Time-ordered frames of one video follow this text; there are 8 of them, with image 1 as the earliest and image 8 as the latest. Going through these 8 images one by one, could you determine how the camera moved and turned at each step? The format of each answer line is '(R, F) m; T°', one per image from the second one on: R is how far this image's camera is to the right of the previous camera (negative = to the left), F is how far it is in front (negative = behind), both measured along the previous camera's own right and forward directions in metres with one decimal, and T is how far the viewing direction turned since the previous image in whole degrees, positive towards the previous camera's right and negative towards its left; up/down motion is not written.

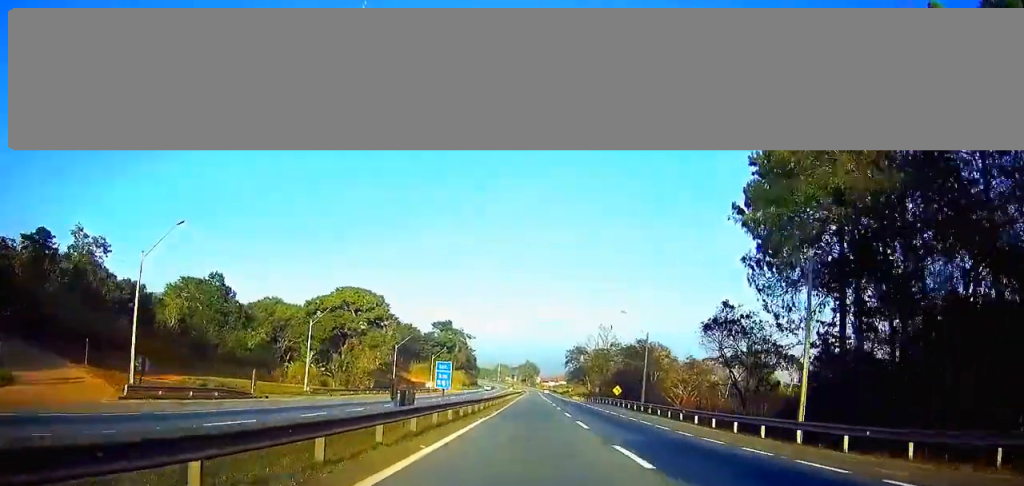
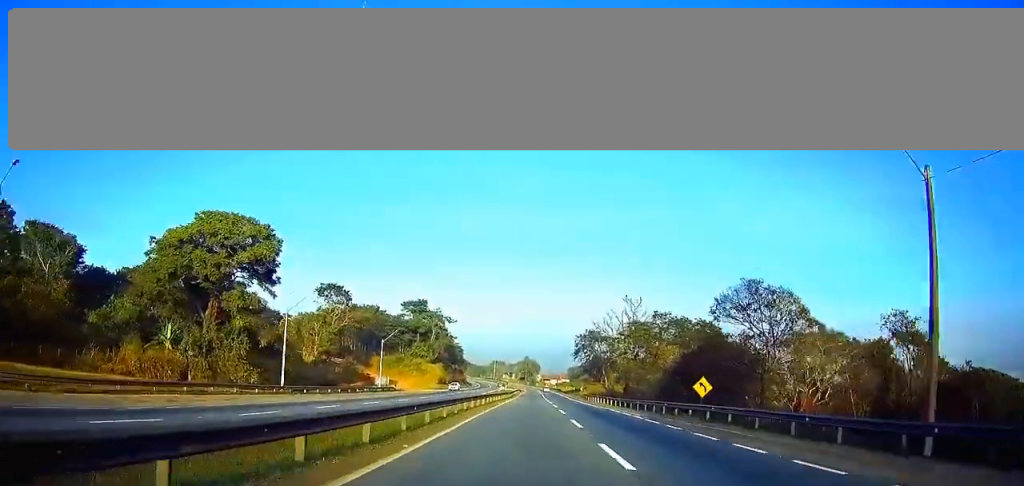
(-0.1, +48.4) m; 0°
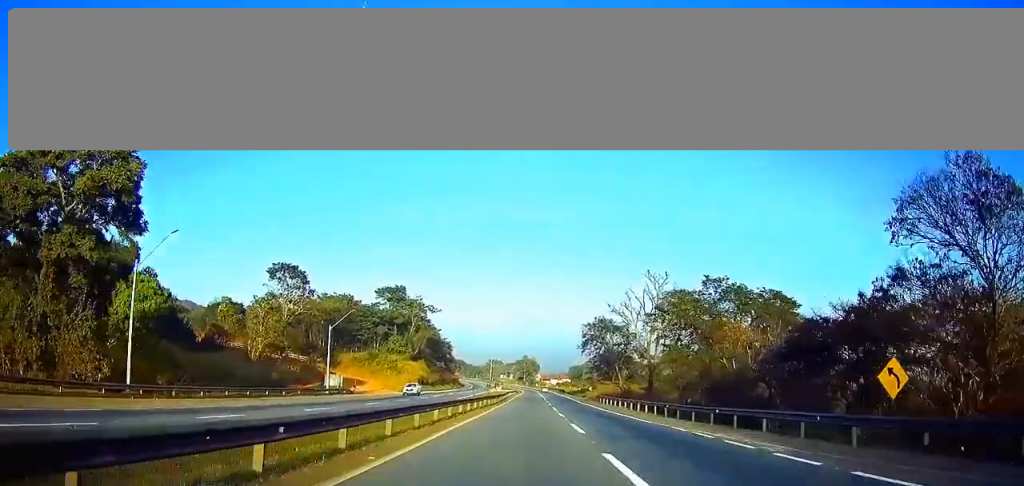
(+0.1, +25.4) m; 0°
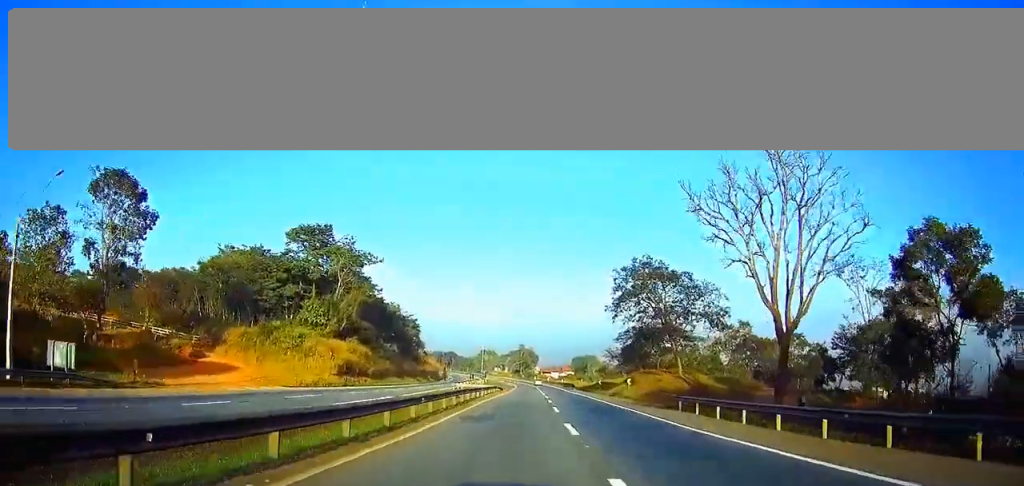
(0.0, +50.9) m; 0°
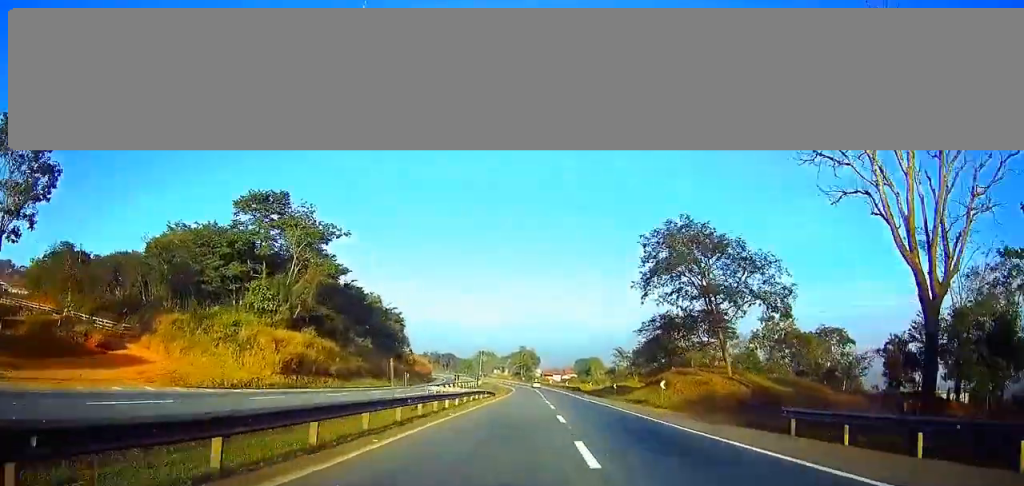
(0.0, +17.7) m; 0°
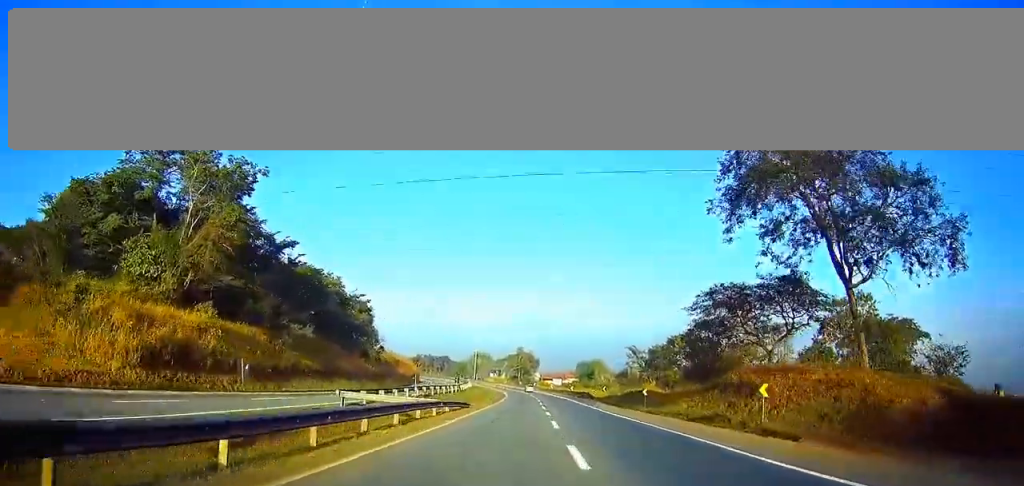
(-0.1, +23.1) m; 0°
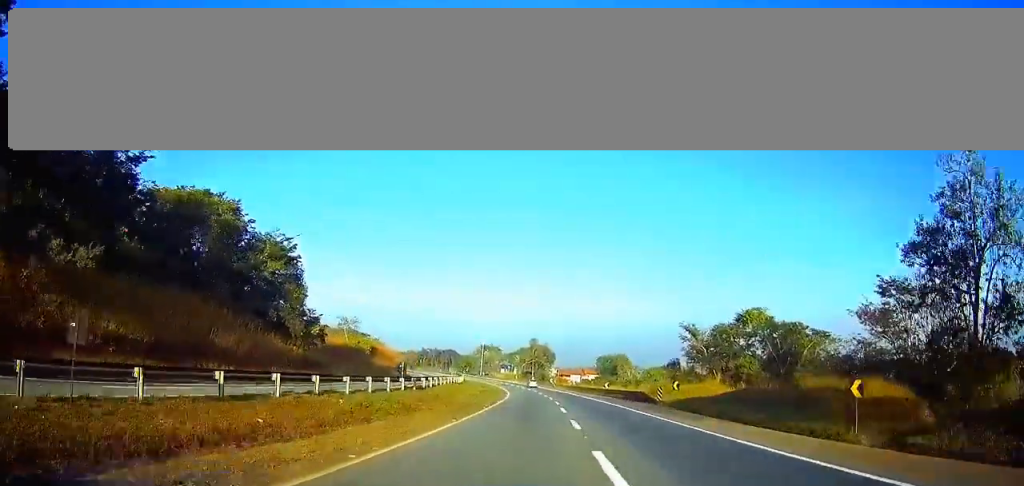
(-0.2, +37.3) m; -1°
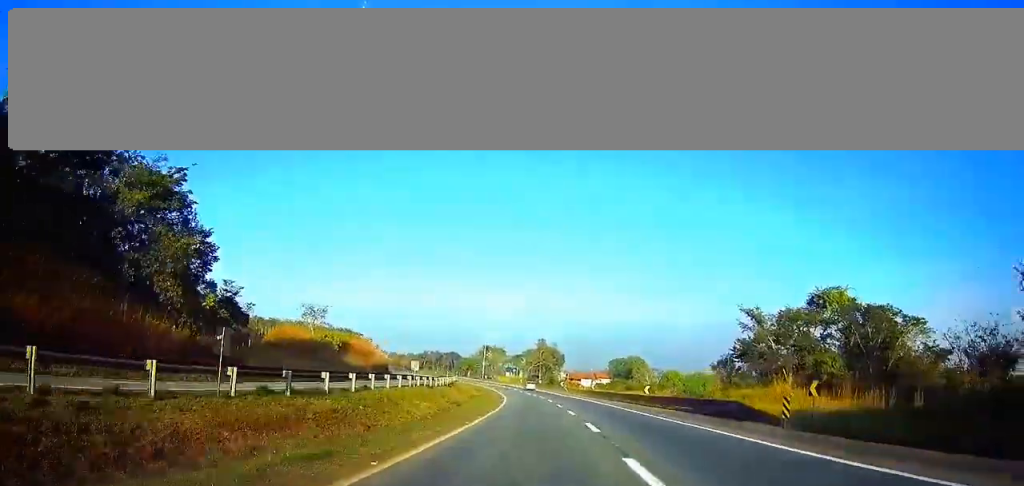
(-0.2, +24.2) m; -1°
